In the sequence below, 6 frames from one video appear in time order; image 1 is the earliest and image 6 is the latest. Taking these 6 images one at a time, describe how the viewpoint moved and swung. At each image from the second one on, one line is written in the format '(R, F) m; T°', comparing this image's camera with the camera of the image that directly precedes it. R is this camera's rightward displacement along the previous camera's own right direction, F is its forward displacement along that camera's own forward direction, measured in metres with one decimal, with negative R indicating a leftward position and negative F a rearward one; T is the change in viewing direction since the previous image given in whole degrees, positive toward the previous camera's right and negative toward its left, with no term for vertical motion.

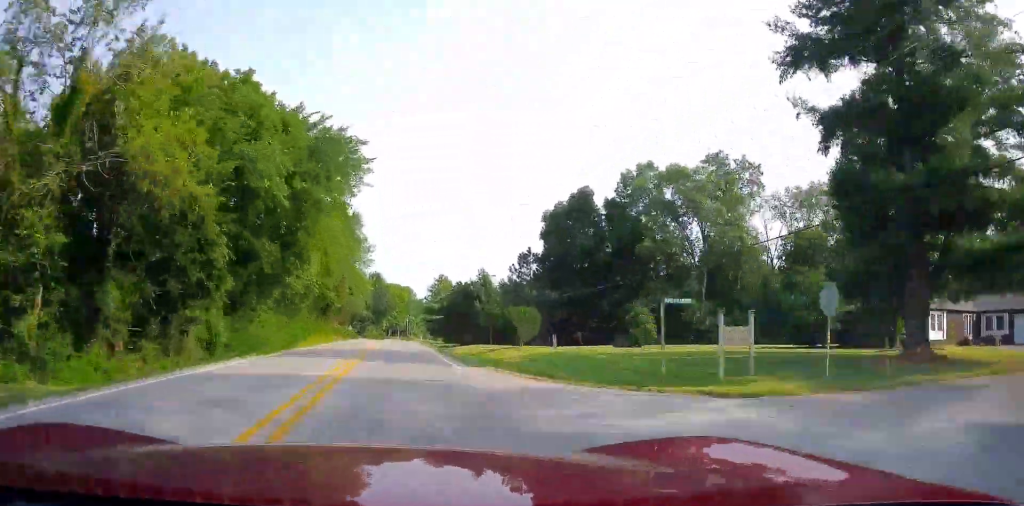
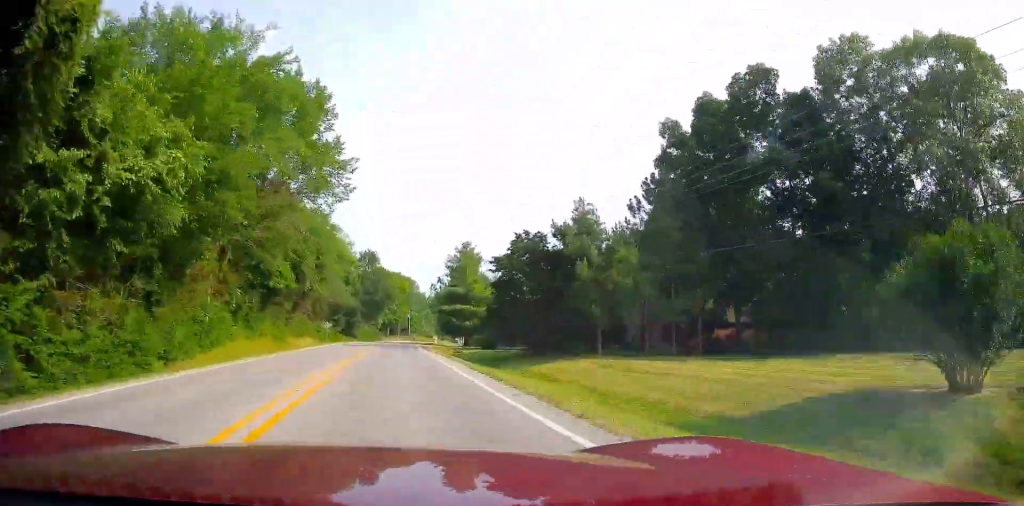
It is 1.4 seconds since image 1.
(+0.3, +38.7) m; 0°
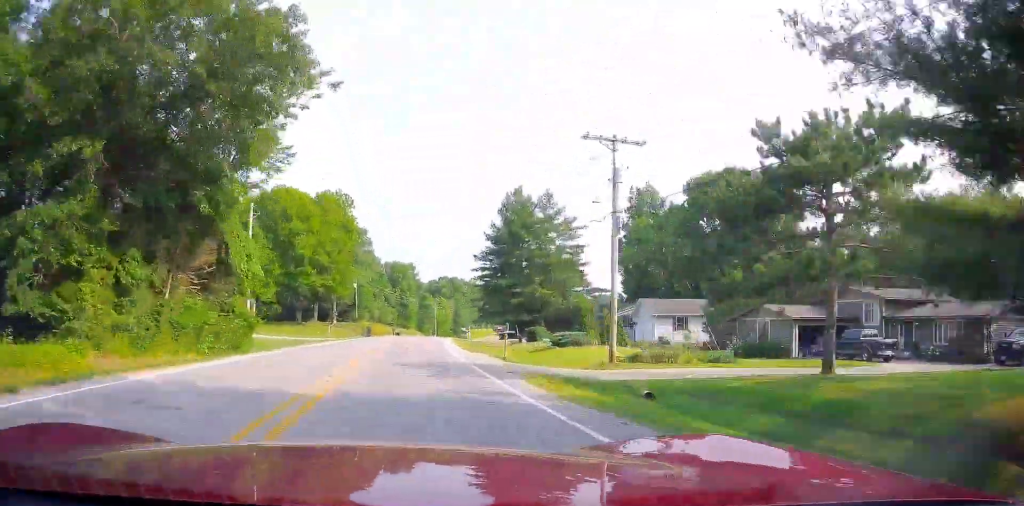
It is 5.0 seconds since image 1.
(+1.3, +96.4) m; +4°
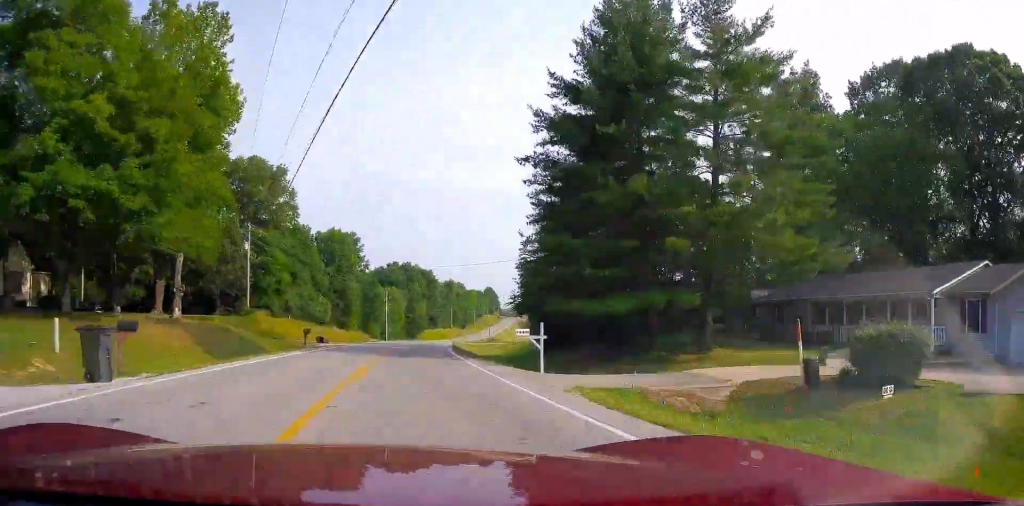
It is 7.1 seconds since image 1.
(+2.0, +54.0) m; +5°
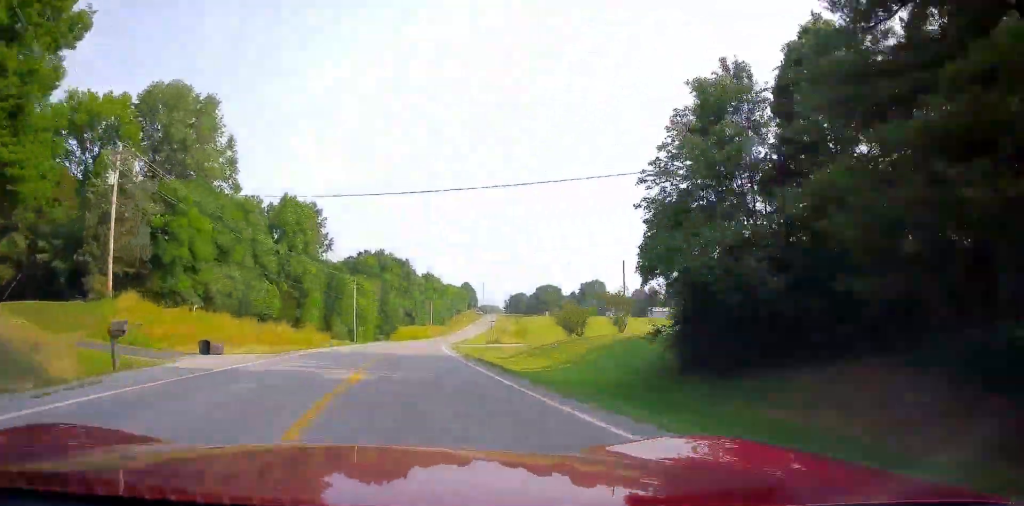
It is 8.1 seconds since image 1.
(+0.6, +26.4) m; +3°
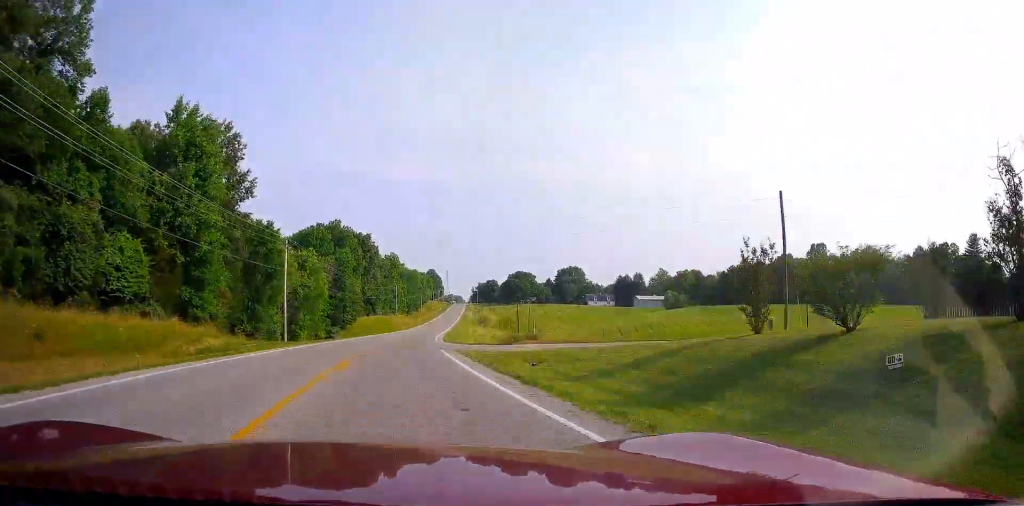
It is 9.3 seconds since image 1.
(+1.0, +33.9) m; +3°
